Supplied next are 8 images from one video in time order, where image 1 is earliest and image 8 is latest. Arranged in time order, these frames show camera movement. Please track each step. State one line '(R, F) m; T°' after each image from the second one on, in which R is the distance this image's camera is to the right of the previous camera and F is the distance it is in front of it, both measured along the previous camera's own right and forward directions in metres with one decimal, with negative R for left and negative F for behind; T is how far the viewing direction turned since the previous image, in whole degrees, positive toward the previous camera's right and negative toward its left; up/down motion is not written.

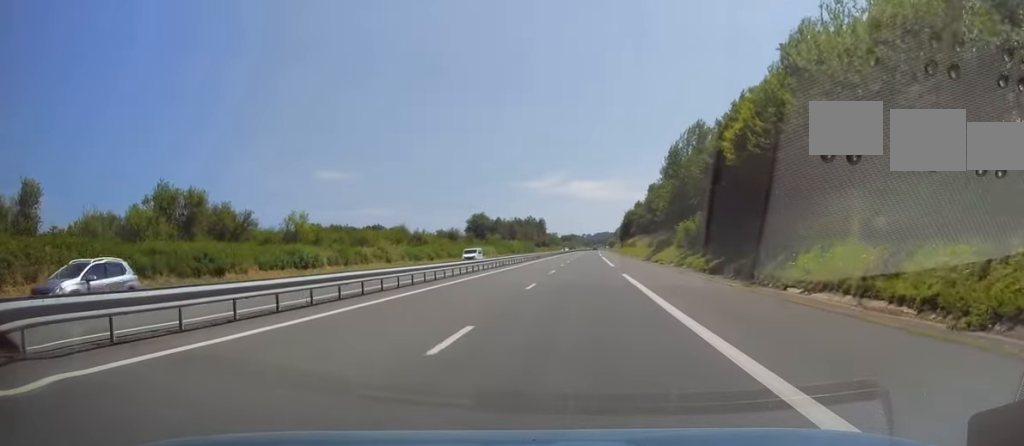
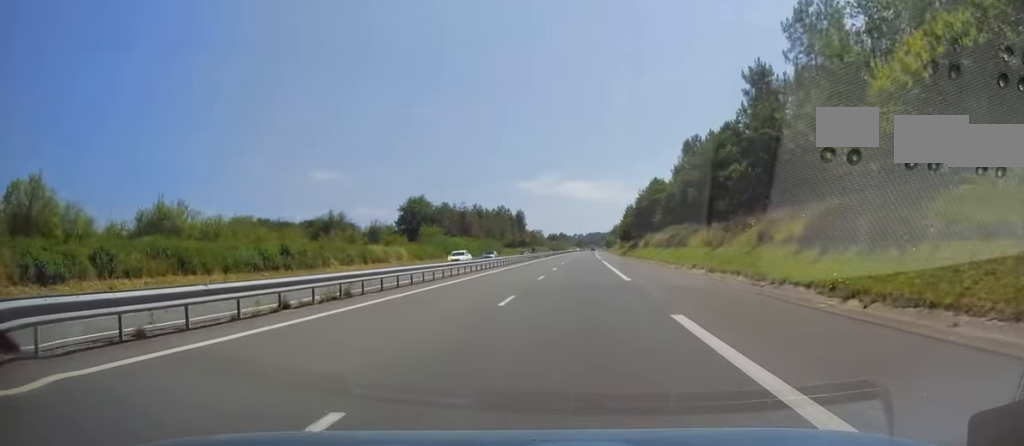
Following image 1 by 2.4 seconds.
(+0.6, +71.4) m; +2°
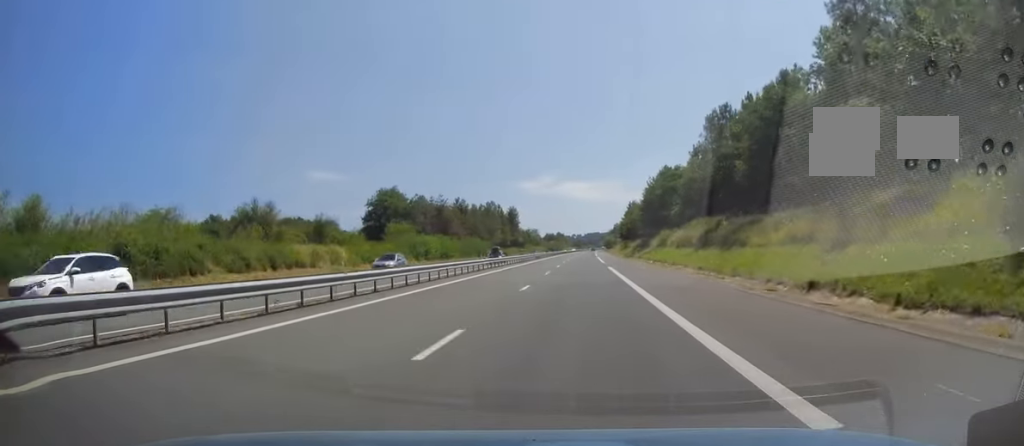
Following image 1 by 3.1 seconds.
(+0.2, +20.5) m; 0°
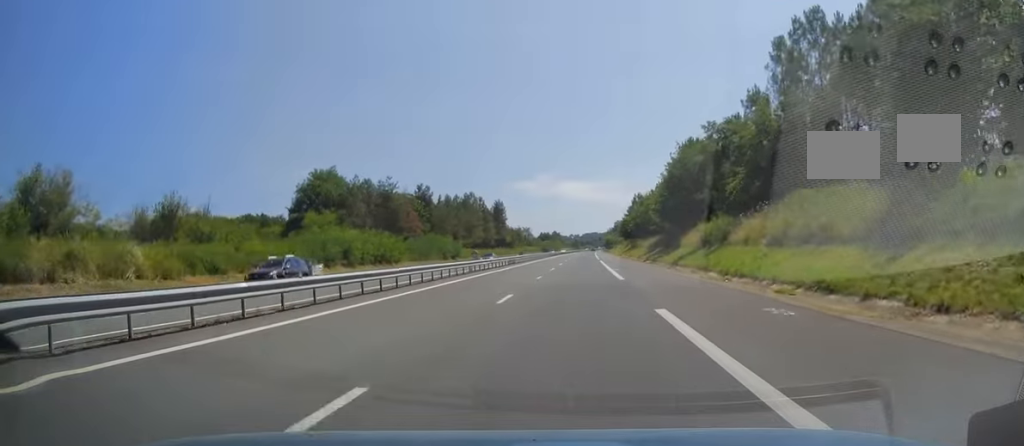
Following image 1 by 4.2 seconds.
(-0.1, +30.7) m; 0°
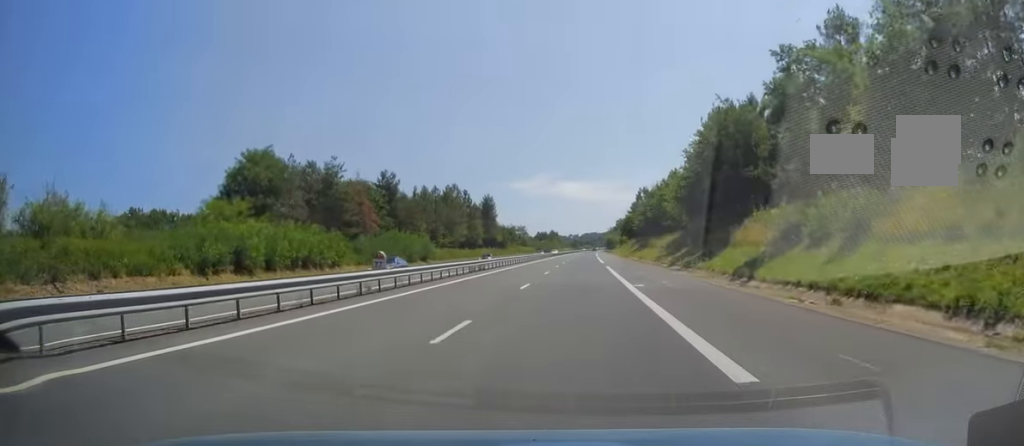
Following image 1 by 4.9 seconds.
(0.0, +20.0) m; 0°
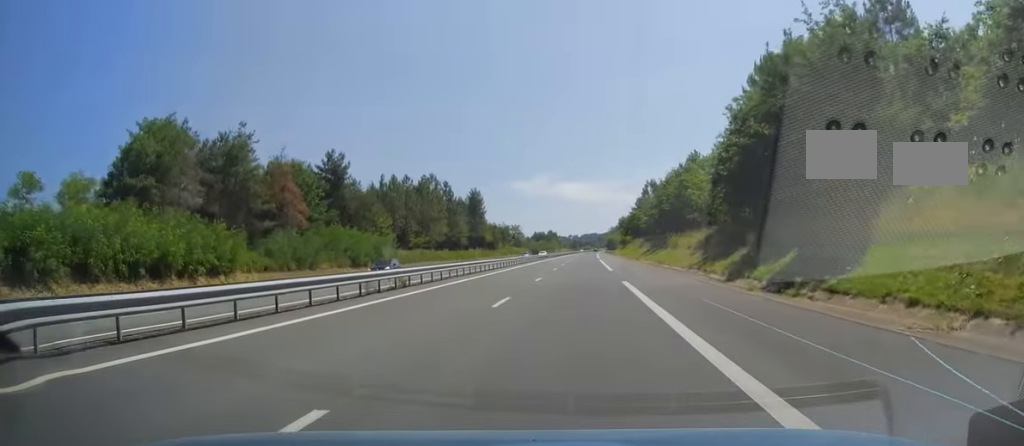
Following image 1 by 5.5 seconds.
(+0.3, +20.1) m; 0°
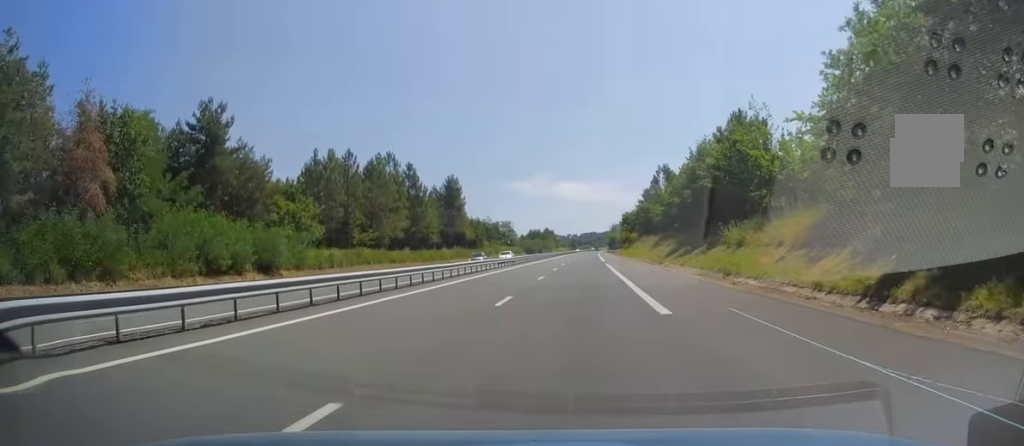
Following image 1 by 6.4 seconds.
(-0.4, +26.0) m; 0°
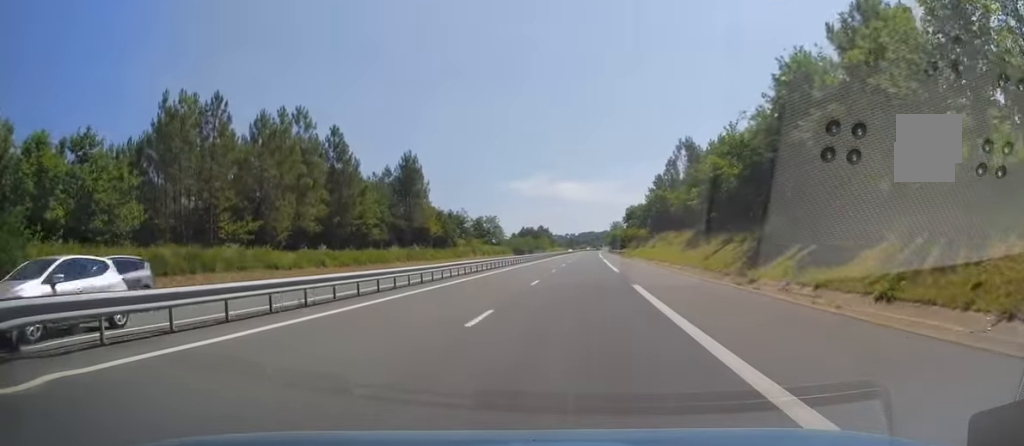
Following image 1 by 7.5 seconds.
(+0.3, +30.5) m; 0°
